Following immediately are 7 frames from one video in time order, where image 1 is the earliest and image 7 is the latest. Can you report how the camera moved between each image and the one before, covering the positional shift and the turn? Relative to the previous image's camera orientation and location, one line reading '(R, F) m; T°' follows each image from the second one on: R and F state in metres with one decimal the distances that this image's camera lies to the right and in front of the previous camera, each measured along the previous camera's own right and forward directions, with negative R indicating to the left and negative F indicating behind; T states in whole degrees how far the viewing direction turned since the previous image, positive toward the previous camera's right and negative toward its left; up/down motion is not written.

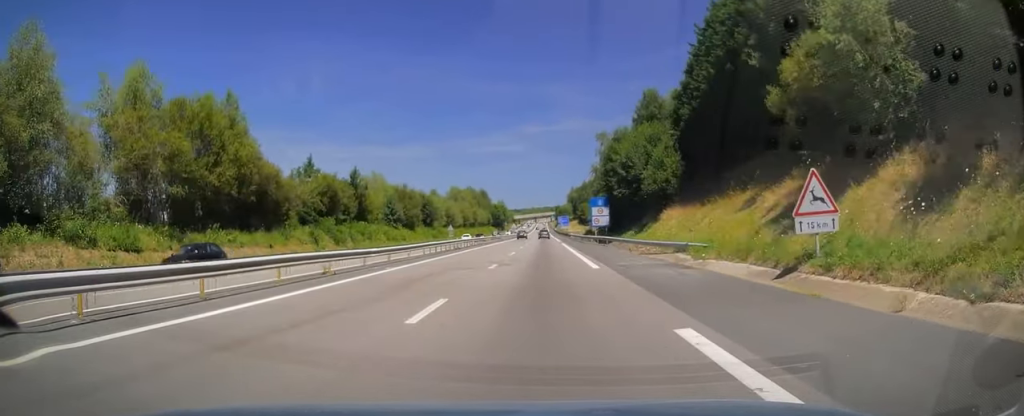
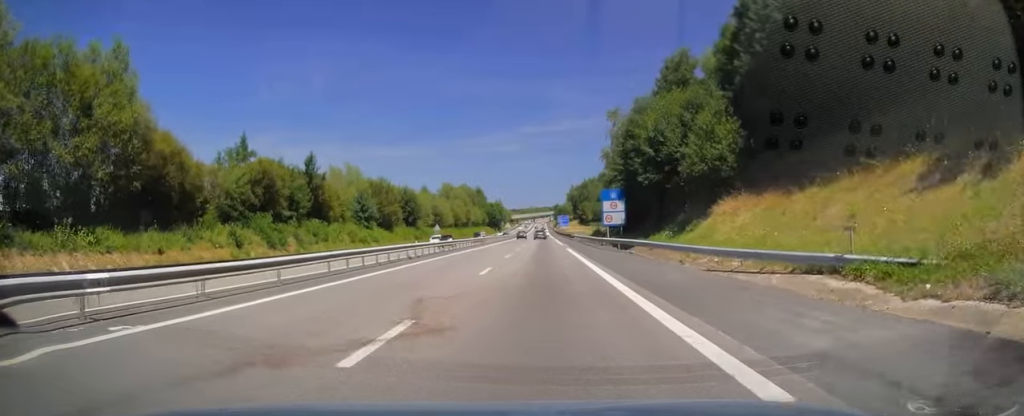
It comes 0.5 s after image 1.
(0.0, +16.0) m; 0°
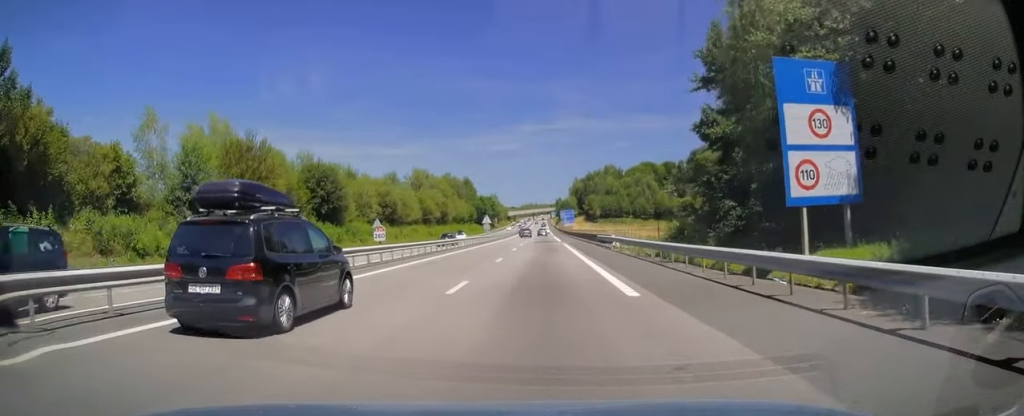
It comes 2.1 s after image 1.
(0.0, +45.4) m; 0°
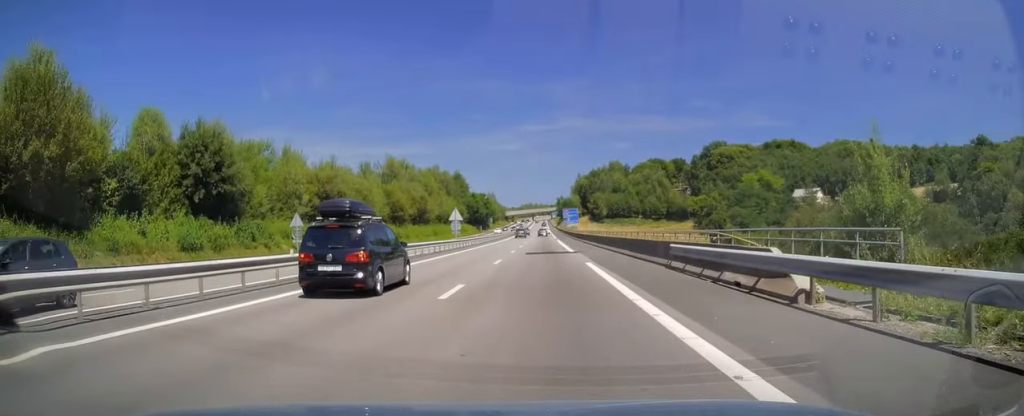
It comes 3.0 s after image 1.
(0.0, +27.0) m; 0°
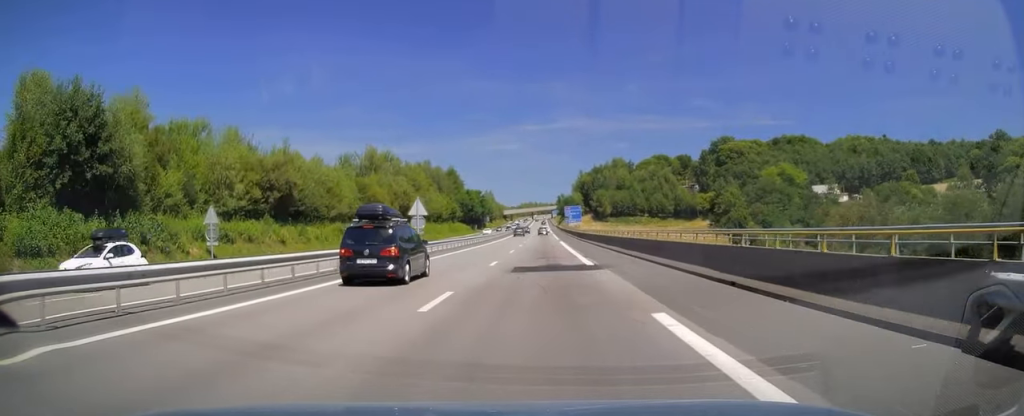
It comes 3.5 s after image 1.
(0.0, +15.0) m; 0°
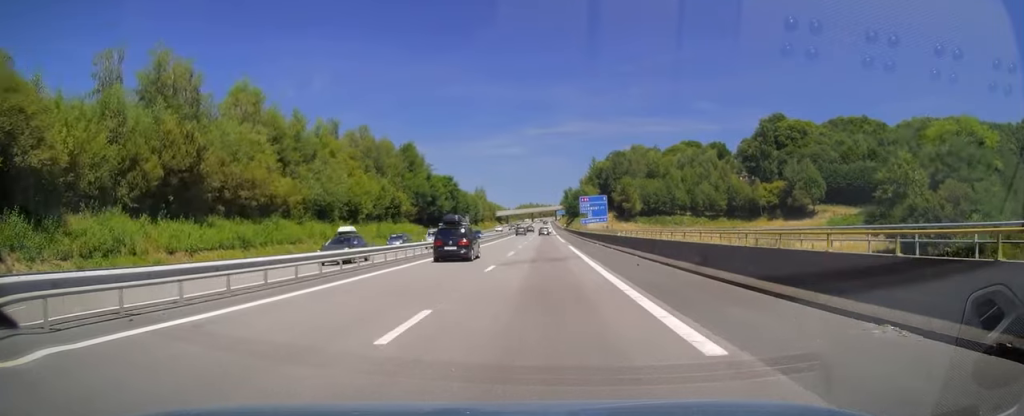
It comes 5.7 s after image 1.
(-0.1, +68.2) m; 0°
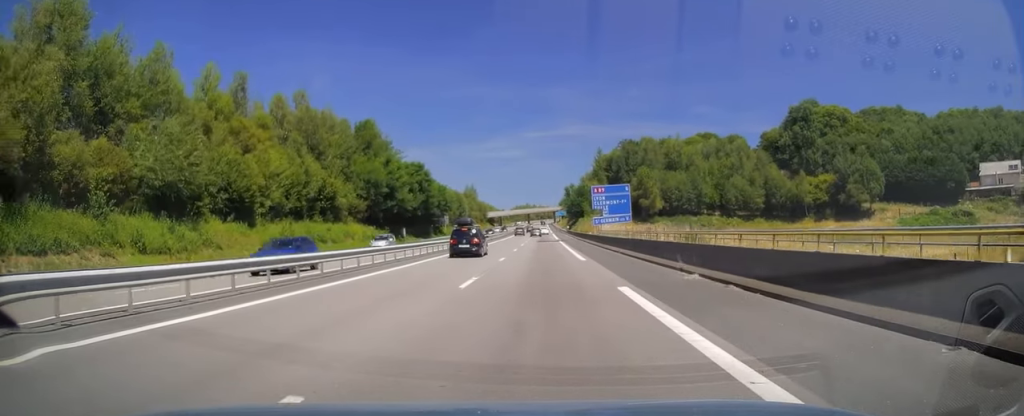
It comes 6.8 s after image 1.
(0.0, +31.8) m; 0°
